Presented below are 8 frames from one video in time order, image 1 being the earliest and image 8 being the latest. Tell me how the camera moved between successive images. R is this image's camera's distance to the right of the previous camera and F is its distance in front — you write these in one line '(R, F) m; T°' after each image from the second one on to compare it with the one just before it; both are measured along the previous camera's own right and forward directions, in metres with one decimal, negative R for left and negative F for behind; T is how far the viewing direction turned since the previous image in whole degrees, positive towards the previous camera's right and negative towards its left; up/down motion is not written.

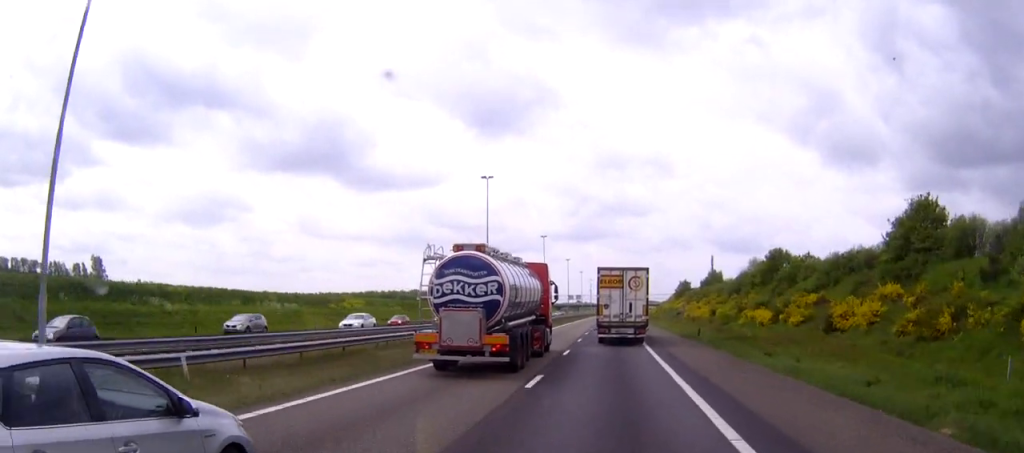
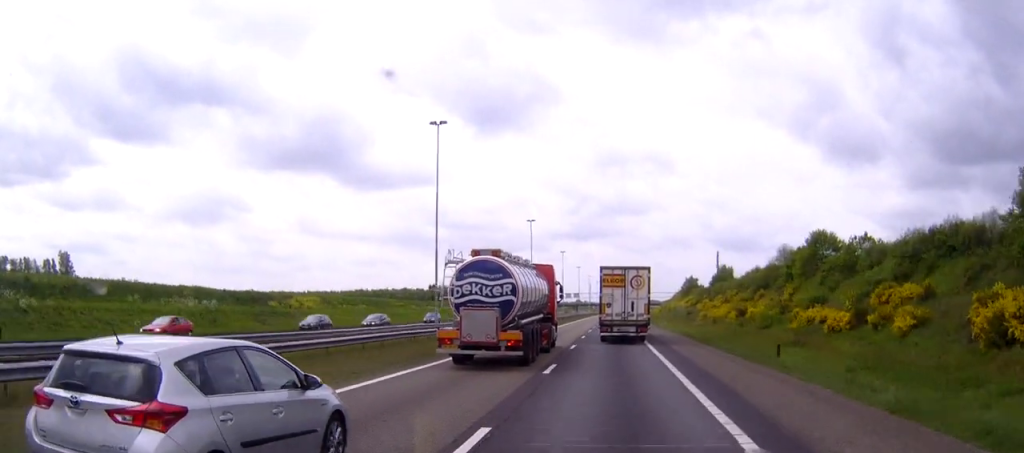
(0.0, +21.7) m; 0°
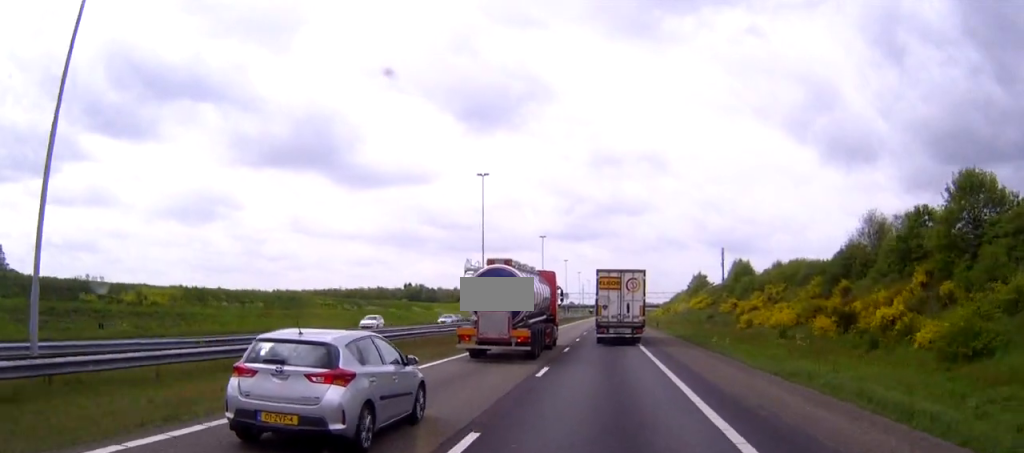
(0.0, +38.3) m; 0°
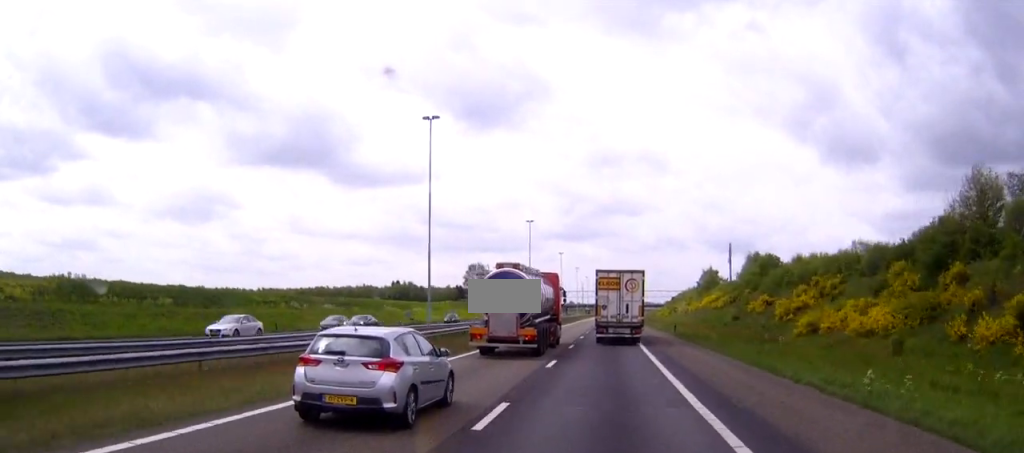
(+0.1, +21.8) m; 0°
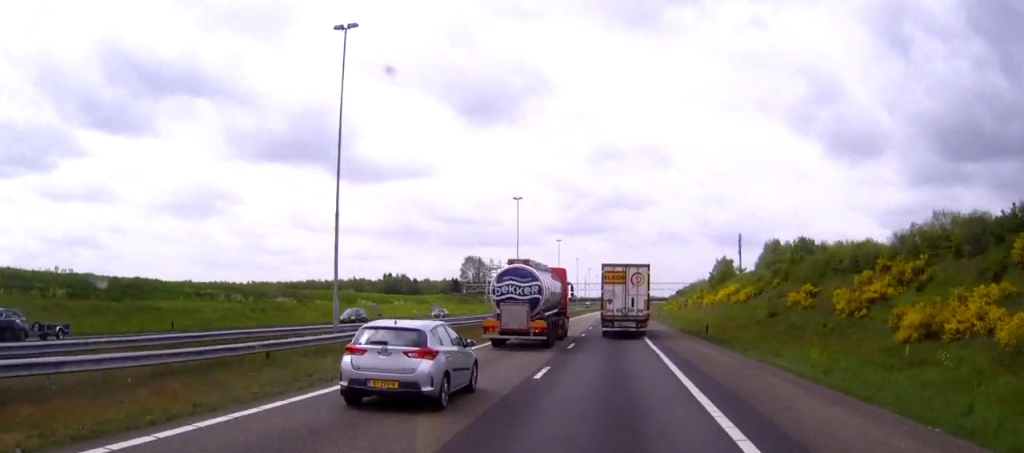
(0.0, +18.1) m; 0°
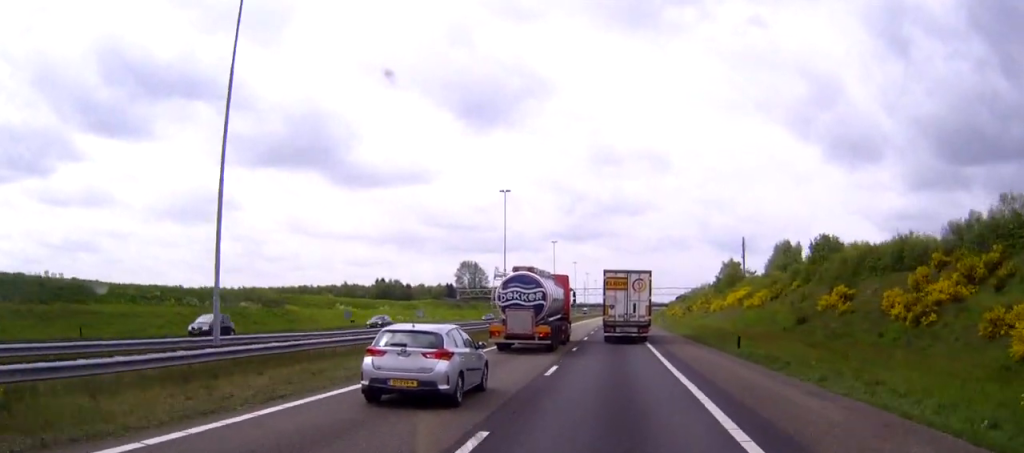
(0.0, +10.6) m; 0°
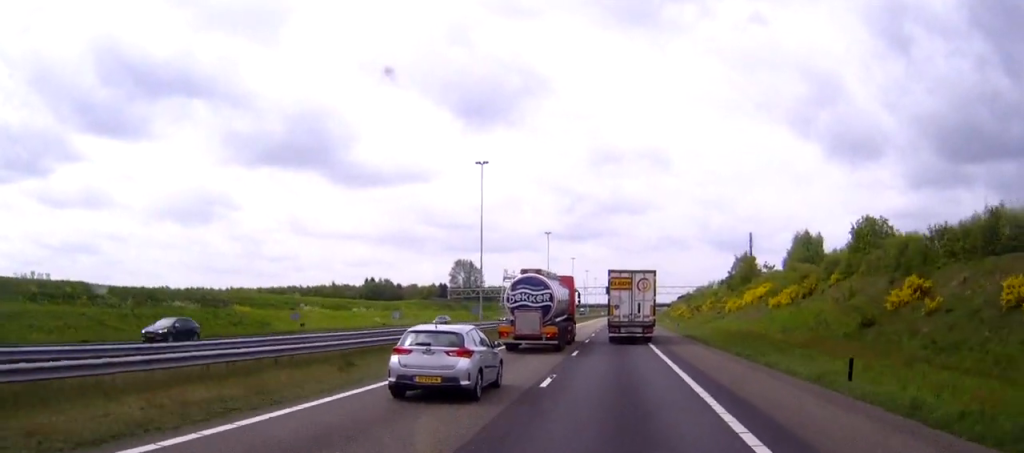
(-0.1, +15.2) m; 0°
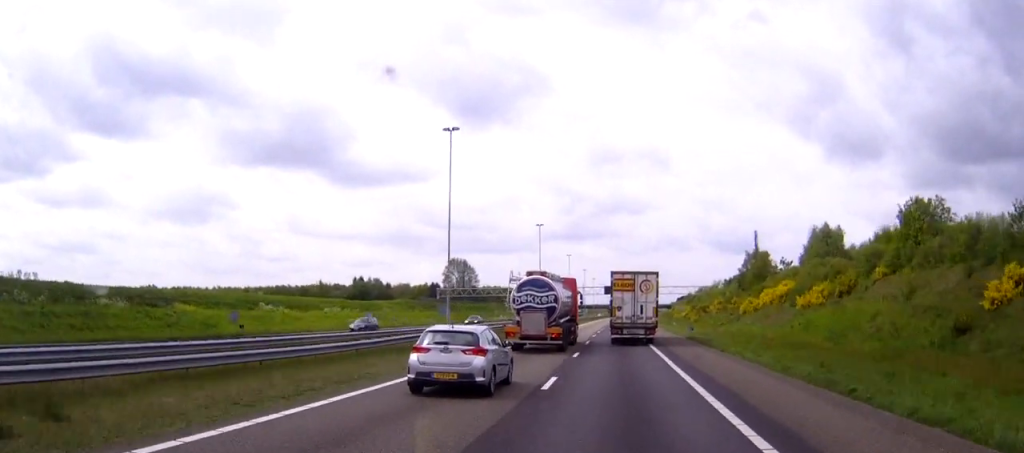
(+0.1, +12.9) m; 0°
